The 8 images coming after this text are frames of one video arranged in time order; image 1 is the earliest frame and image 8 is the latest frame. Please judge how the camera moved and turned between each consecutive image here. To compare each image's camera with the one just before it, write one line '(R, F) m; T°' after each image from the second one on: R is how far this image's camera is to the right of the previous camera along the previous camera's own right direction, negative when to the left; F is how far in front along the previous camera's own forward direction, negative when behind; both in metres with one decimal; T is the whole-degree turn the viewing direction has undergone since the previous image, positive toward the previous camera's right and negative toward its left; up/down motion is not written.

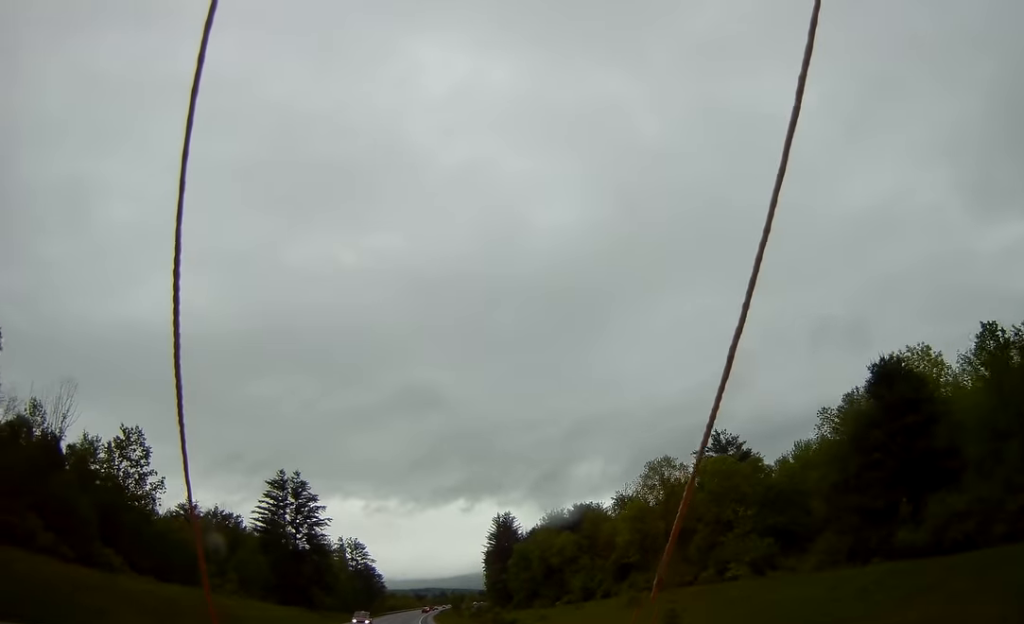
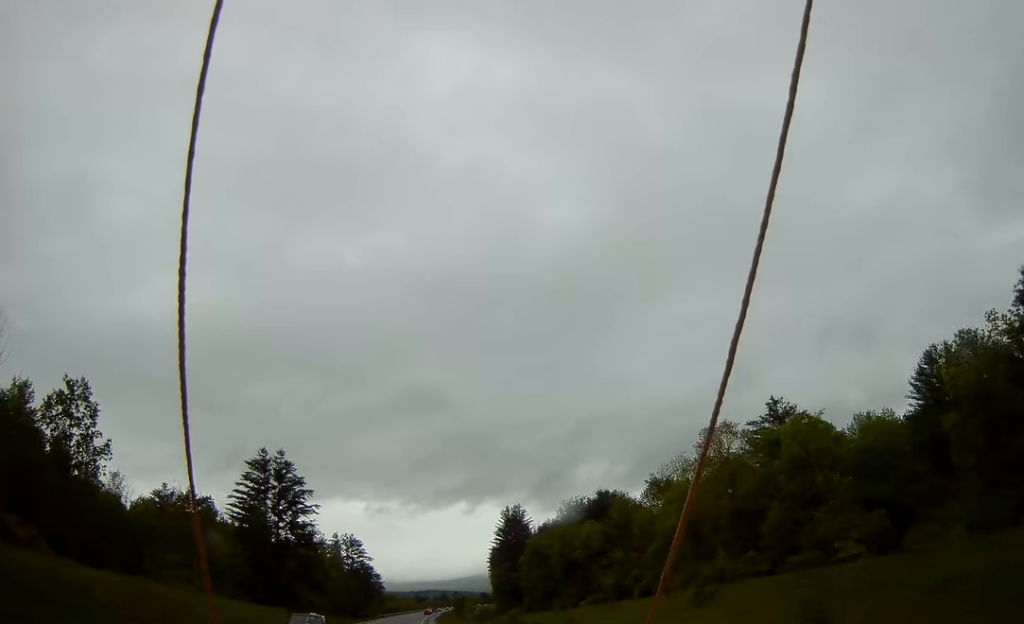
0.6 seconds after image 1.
(+0.3, +16.7) m; +1°
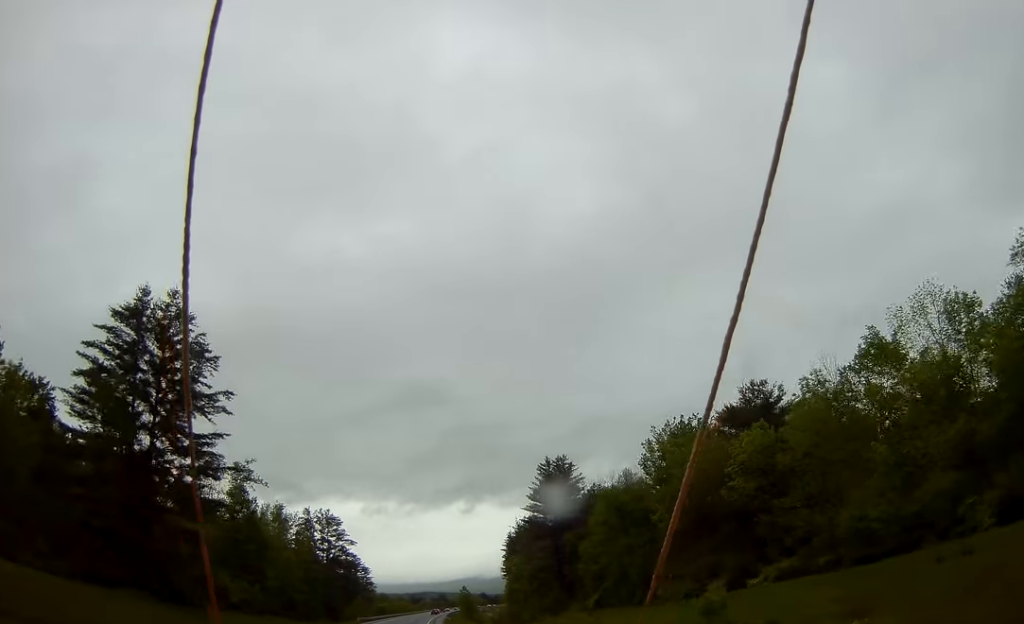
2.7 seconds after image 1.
(+0.1, +53.8) m; +1°
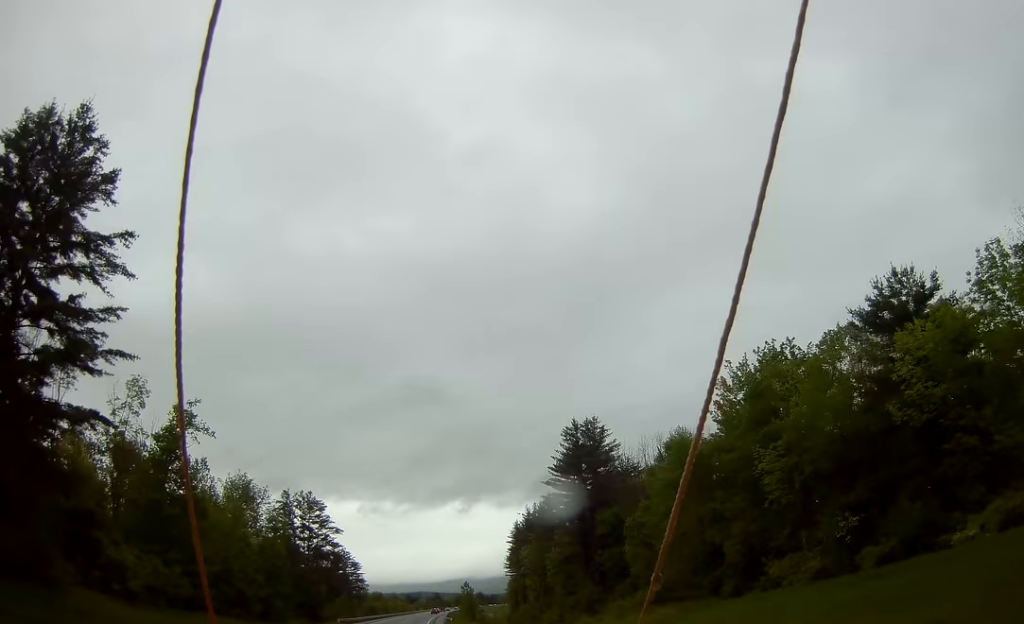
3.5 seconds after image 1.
(+0.4, +22.7) m; 0°
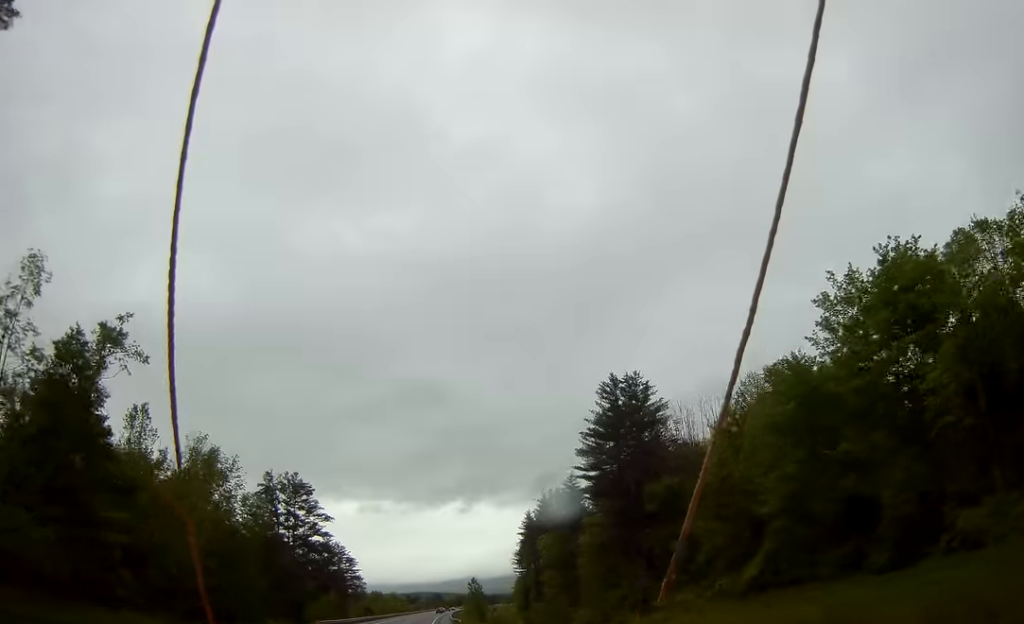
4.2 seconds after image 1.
(-0.2, +18.3) m; 0°
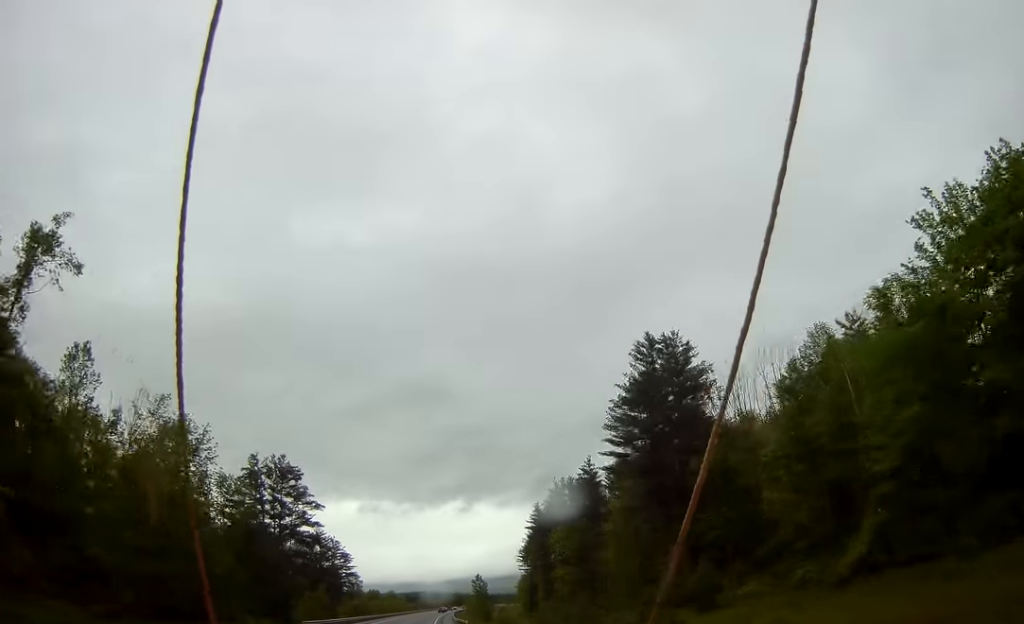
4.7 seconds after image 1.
(-0.3, +12.2) m; 0°
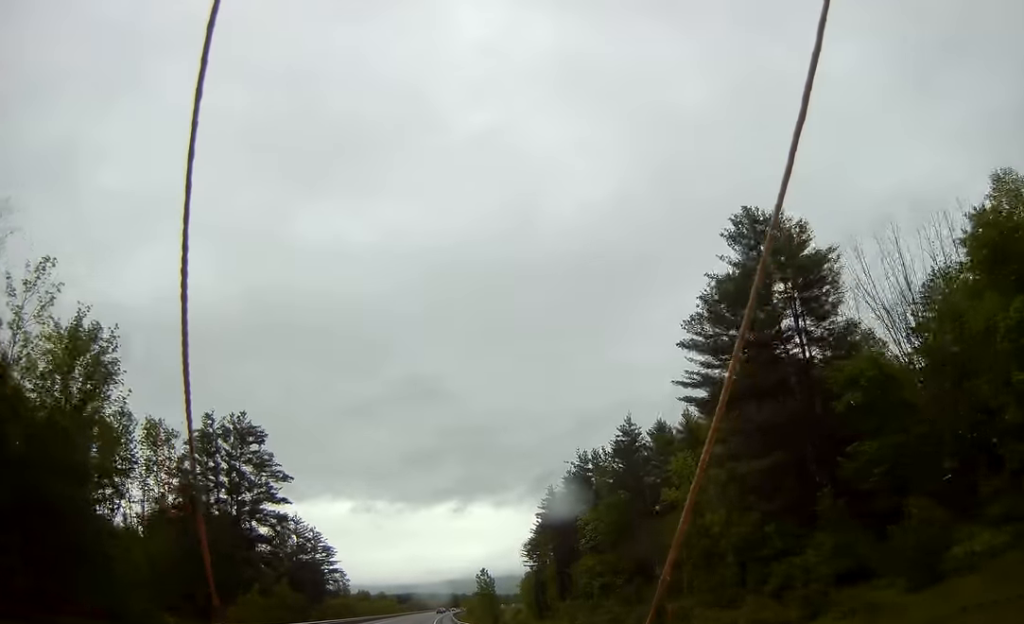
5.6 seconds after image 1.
(+0.5, +23.5) m; +1°
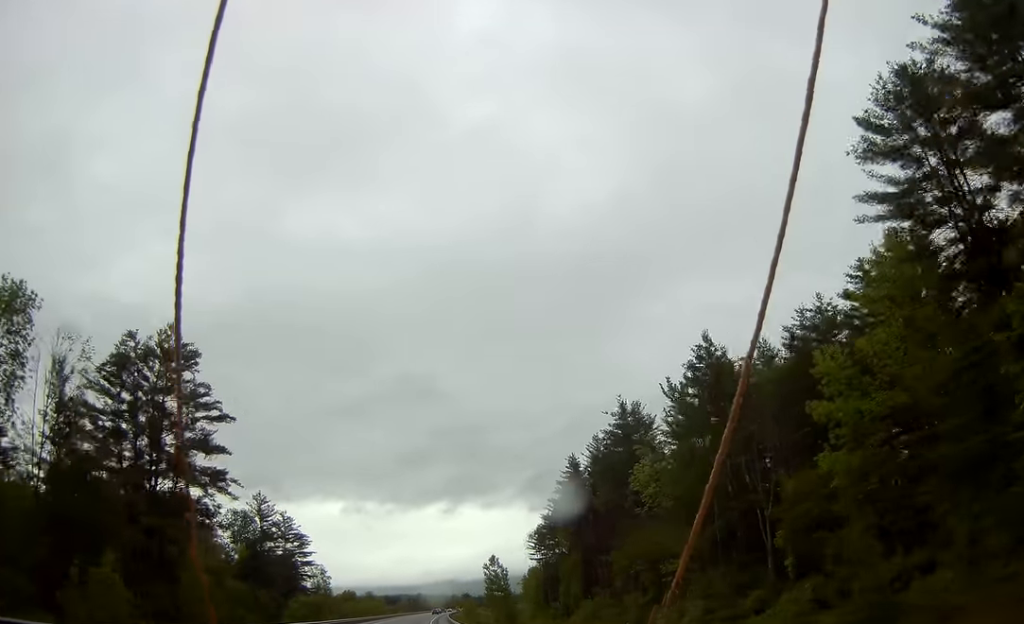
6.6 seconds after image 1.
(+0.1, +26.2) m; 0°
